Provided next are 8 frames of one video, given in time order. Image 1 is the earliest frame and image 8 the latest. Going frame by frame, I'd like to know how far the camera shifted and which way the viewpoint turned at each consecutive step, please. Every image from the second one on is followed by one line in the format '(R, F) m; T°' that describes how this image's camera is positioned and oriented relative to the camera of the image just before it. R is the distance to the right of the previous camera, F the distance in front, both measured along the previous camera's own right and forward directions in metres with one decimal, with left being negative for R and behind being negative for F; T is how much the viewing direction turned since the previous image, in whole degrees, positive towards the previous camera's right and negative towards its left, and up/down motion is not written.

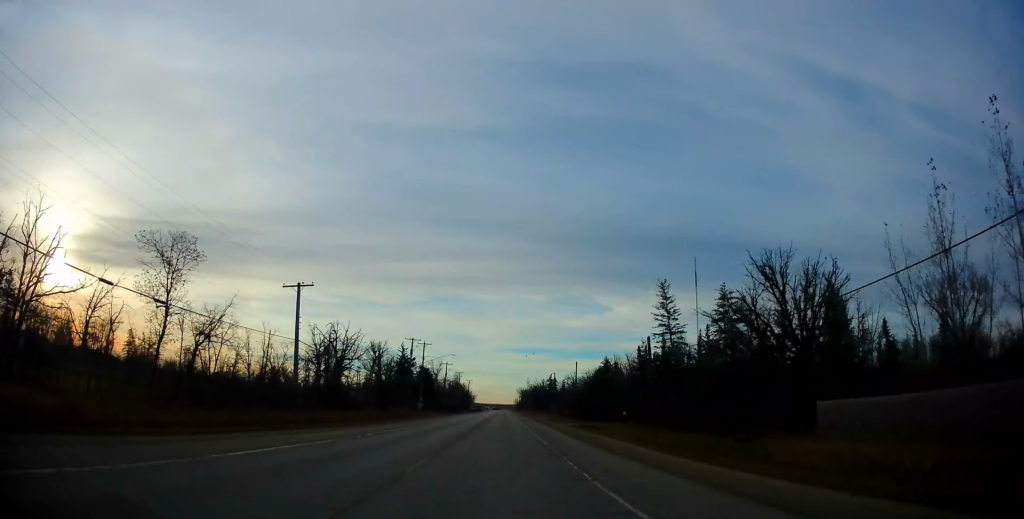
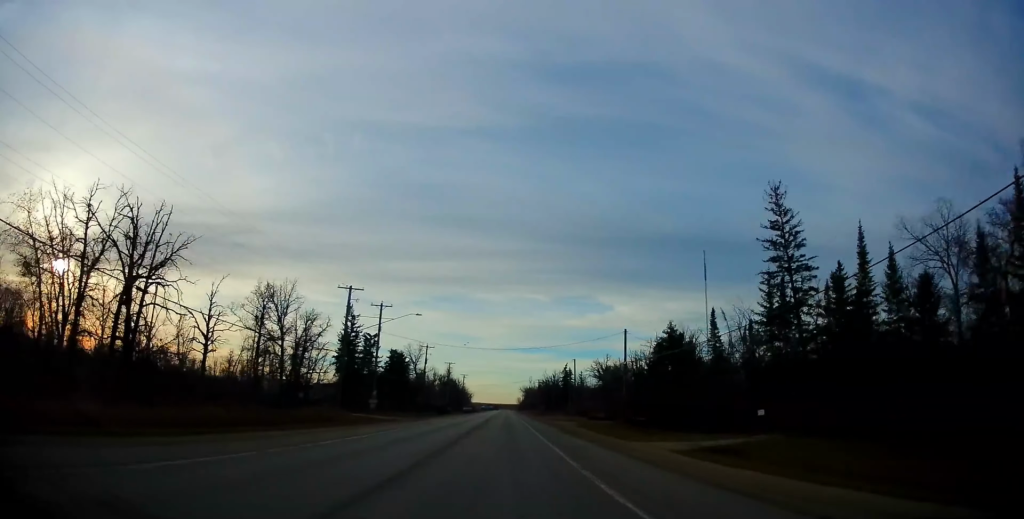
(-0.3, +37.9) m; 0°
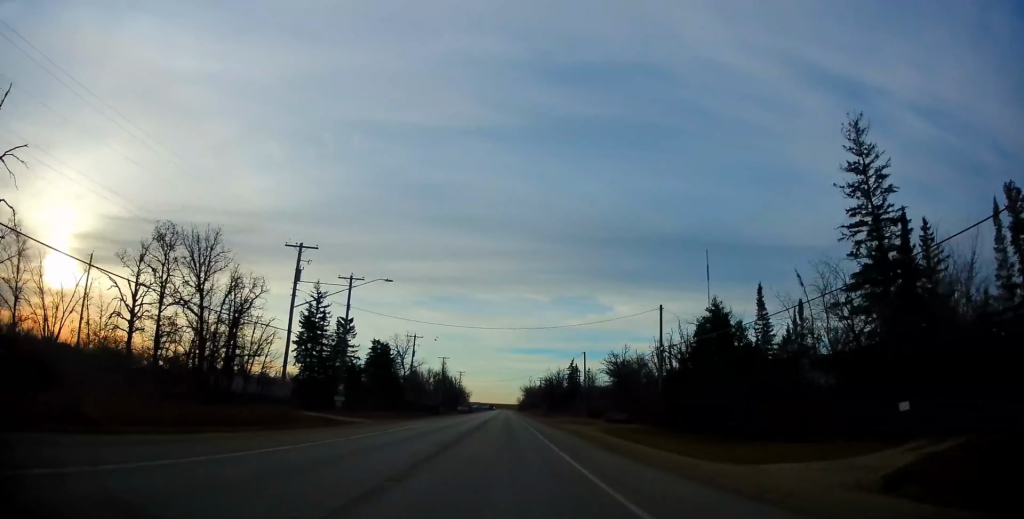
(0.0, +13.2) m; 0°
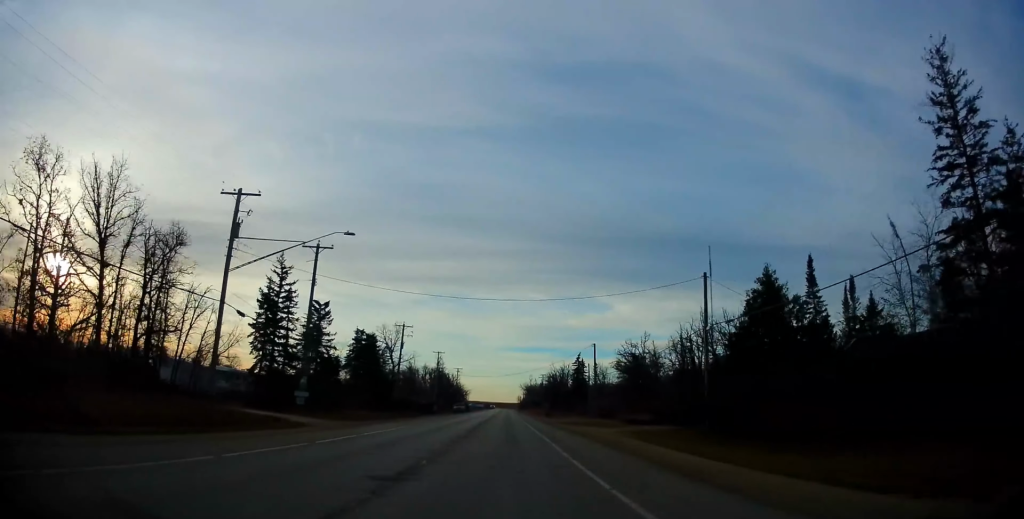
(+0.1, +9.7) m; 0°
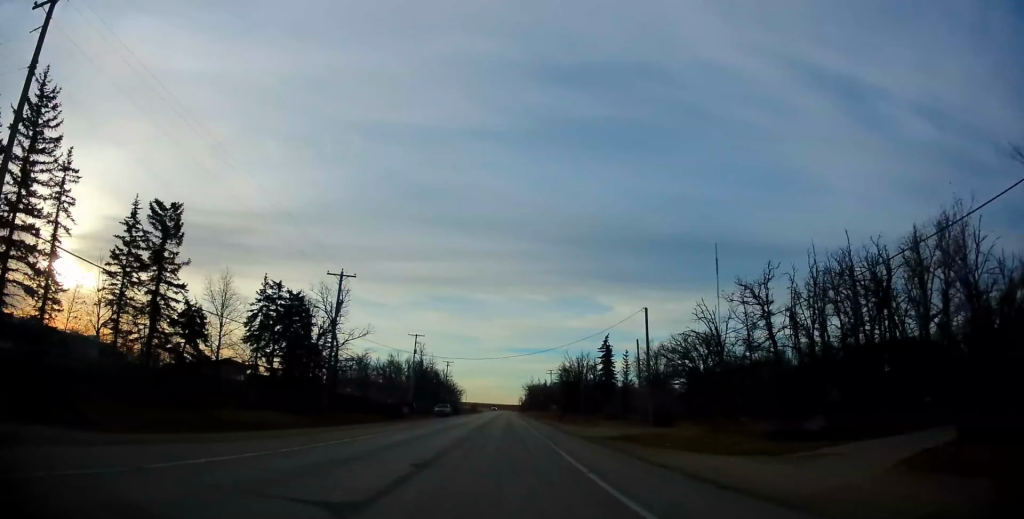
(+0.3, +28.9) m; 0°
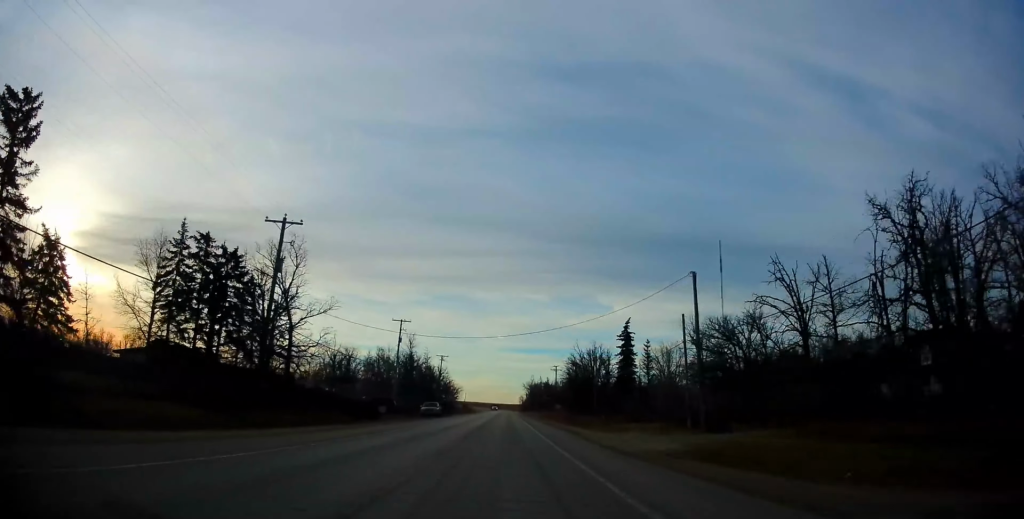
(-0.1, +12.9) m; 0°
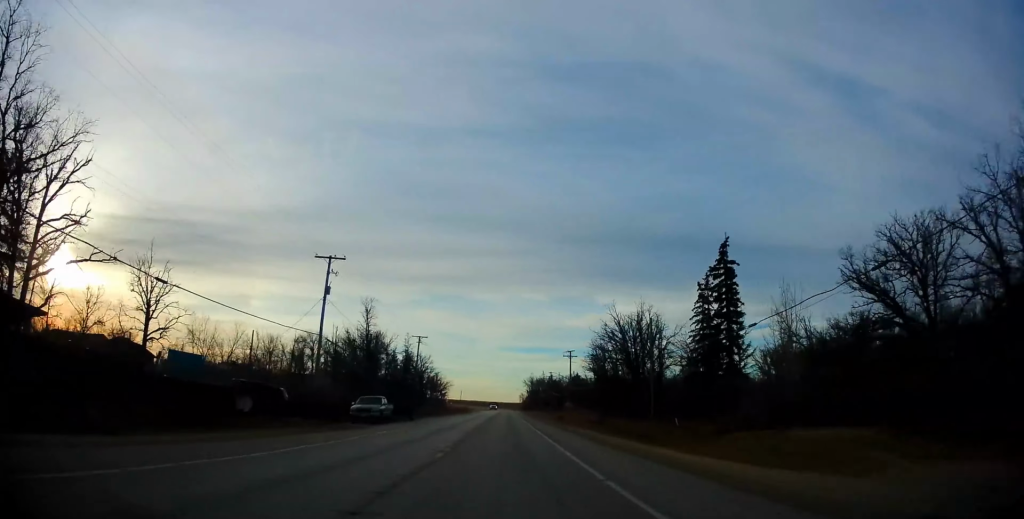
(-0.3, +29.7) m; 0°
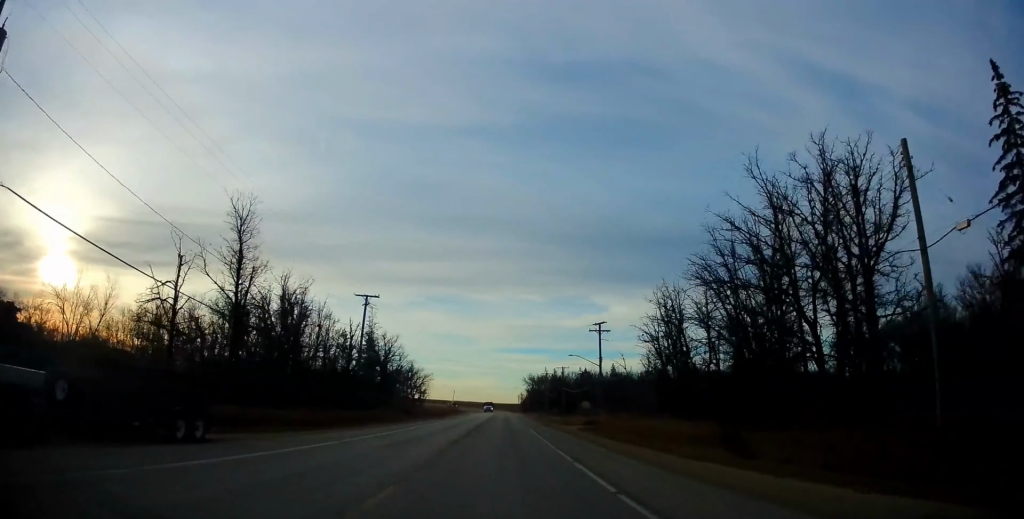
(+0.4, +32.8) m; 0°
